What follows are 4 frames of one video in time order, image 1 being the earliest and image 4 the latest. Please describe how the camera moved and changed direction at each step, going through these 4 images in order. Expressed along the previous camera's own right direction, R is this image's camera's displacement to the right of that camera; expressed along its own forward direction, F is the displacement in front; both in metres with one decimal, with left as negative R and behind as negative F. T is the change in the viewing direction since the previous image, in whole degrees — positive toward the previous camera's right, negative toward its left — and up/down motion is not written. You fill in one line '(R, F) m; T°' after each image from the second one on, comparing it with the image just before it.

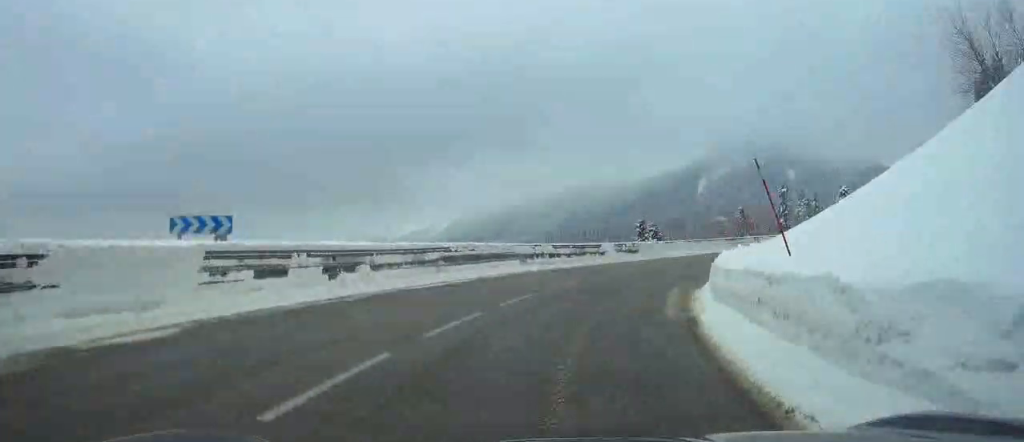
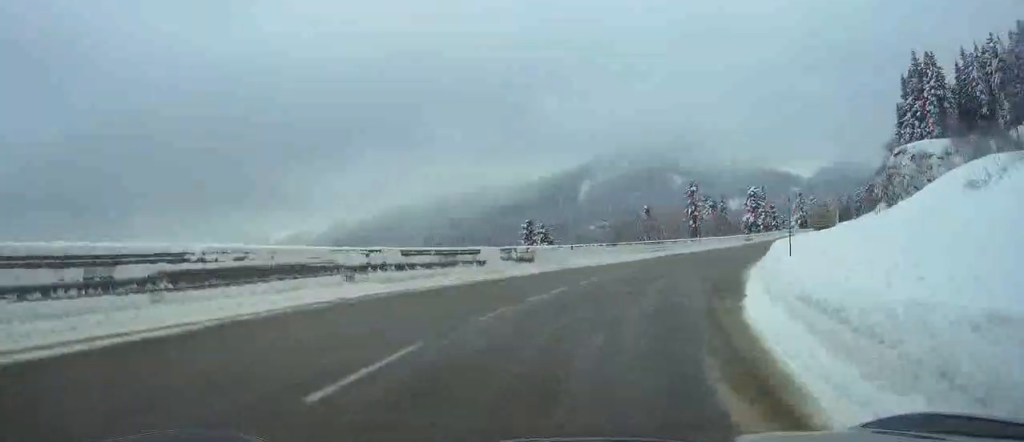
(+1.0, +11.4) m; +8°
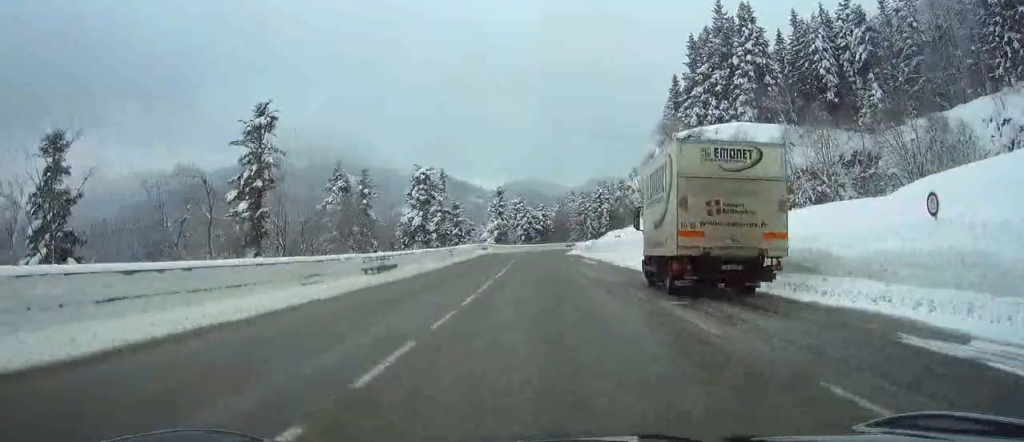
(+18.0, +49.2) m; +31°
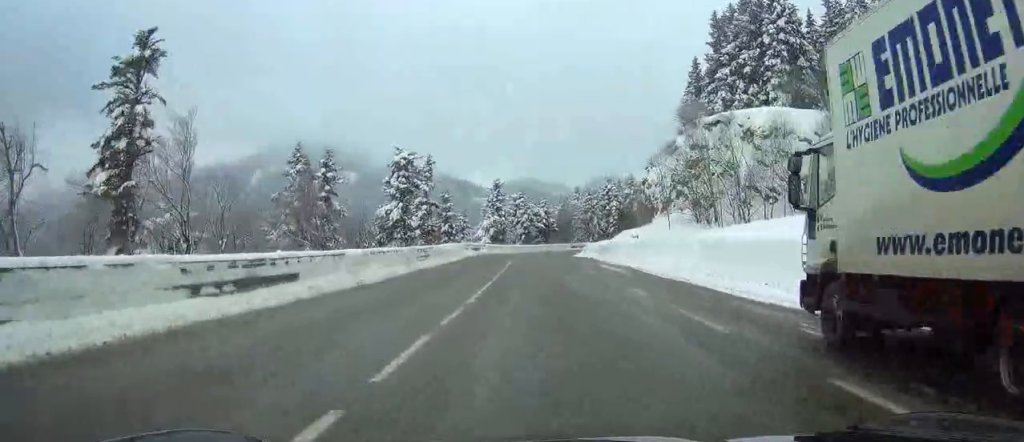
(0.0, +12.5) m; 0°
